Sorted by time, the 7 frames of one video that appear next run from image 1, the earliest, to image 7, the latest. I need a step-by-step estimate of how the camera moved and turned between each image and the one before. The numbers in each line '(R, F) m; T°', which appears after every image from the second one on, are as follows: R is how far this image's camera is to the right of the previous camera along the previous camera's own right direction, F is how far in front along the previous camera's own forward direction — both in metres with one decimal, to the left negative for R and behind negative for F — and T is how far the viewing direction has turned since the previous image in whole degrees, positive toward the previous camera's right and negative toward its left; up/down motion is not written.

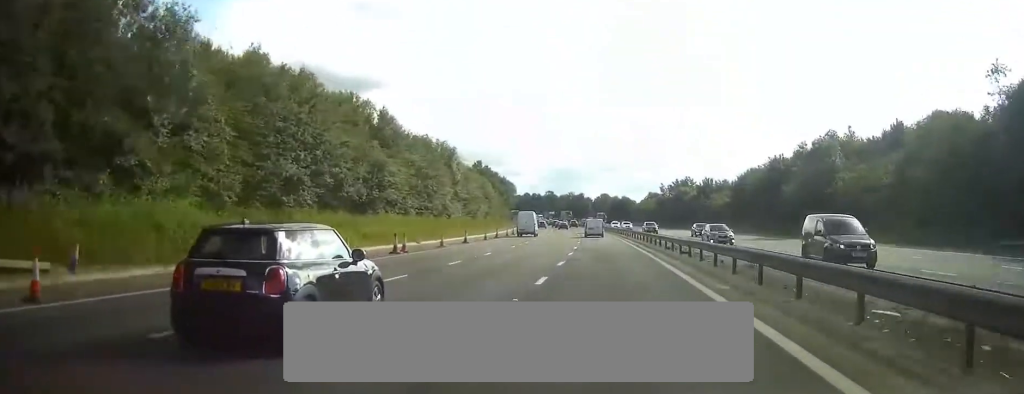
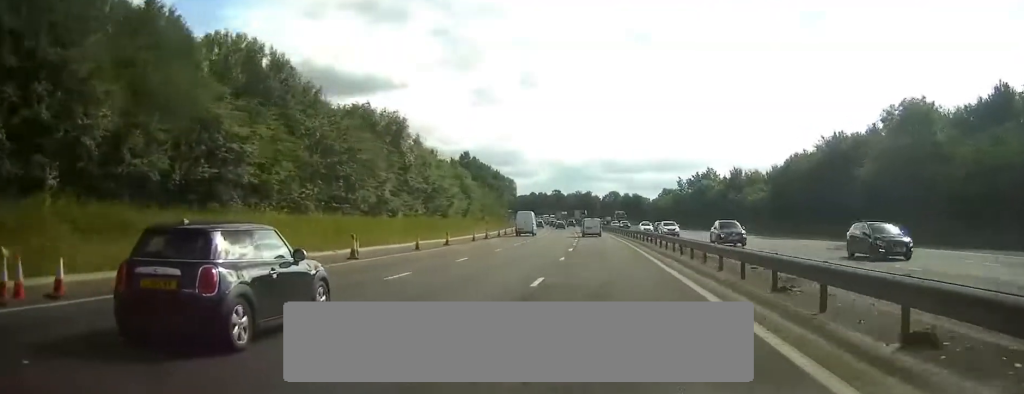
(-0.1, +23.8) m; -1°
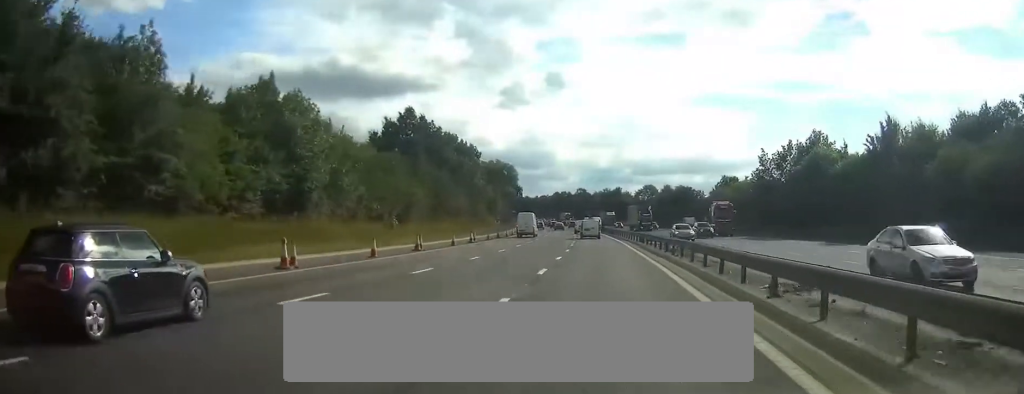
(-1.0, +60.6) m; -2°
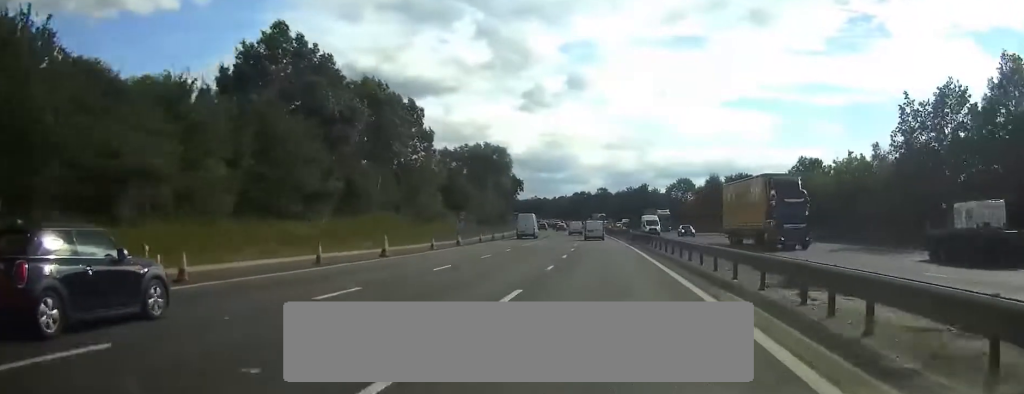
(-0.9, +42.7) m; -2°
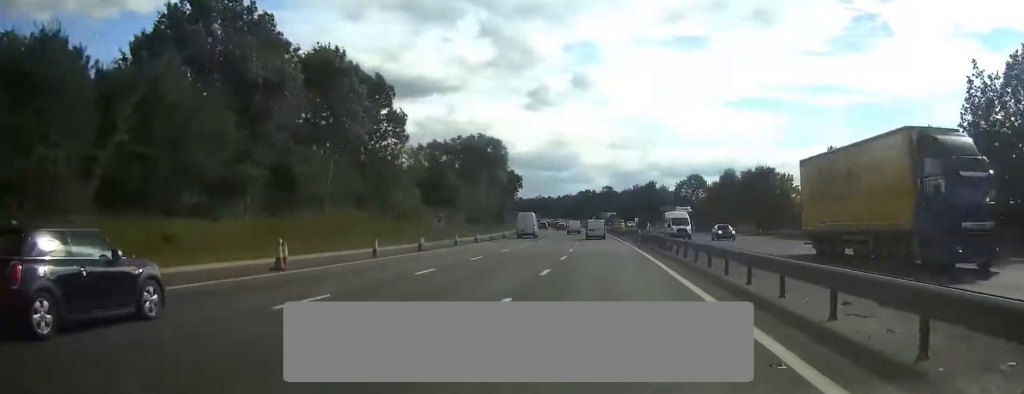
(-0.1, +11.1) m; 0°
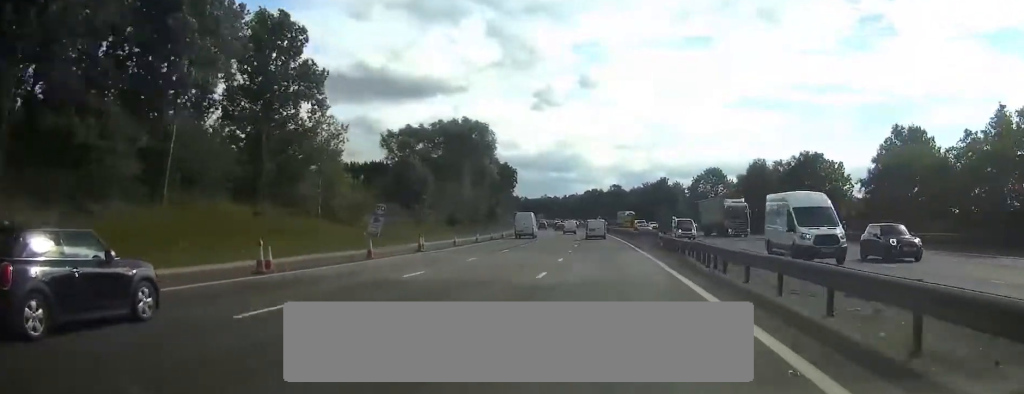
(-0.1, +18.9) m; -1°
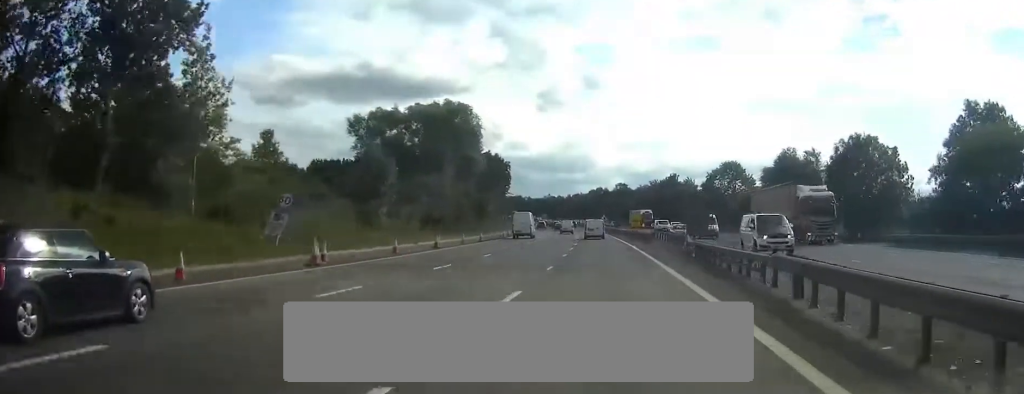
(0.0, +14.6) m; 0°
